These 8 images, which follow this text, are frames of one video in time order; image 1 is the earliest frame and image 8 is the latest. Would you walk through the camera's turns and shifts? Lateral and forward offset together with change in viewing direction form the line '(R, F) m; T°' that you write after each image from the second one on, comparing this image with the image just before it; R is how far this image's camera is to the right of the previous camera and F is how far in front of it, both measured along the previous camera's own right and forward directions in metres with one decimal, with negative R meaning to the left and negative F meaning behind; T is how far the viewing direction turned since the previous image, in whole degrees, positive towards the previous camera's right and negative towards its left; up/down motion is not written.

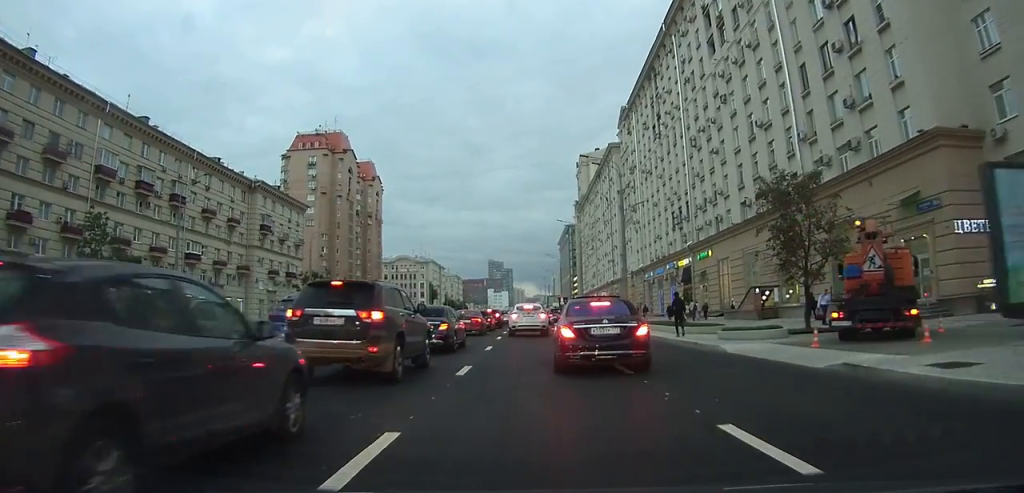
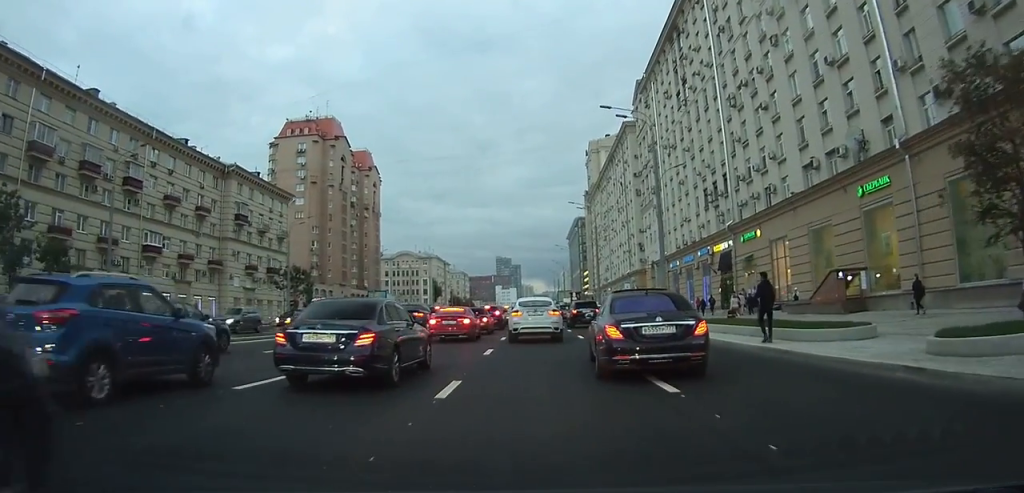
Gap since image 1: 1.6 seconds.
(-0.1, +11.8) m; -1°
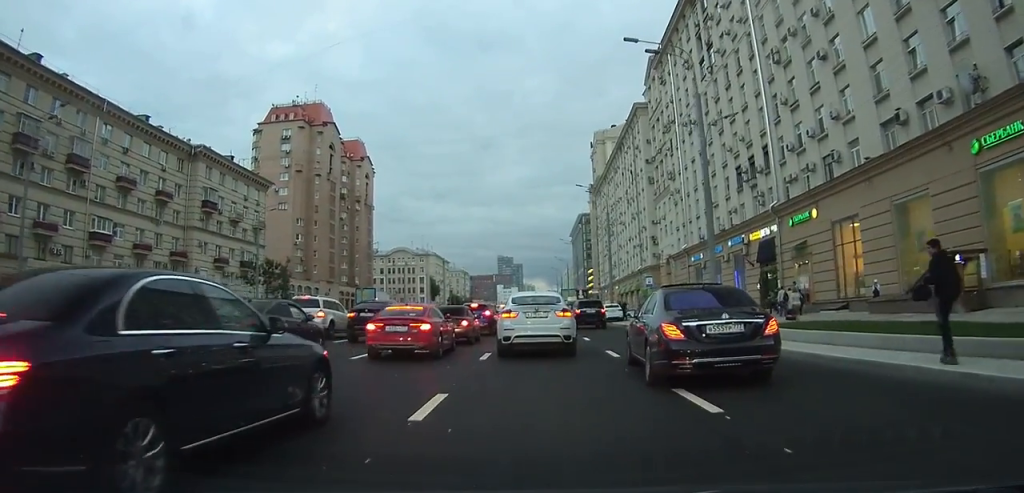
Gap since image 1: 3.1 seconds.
(0.0, +10.1) m; -1°
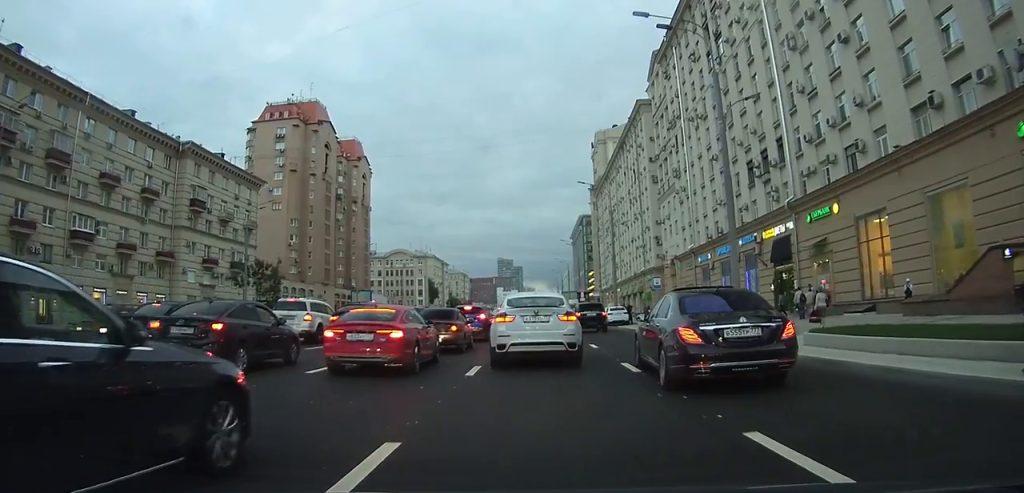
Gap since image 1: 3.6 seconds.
(0.0, +3.0) m; -1°
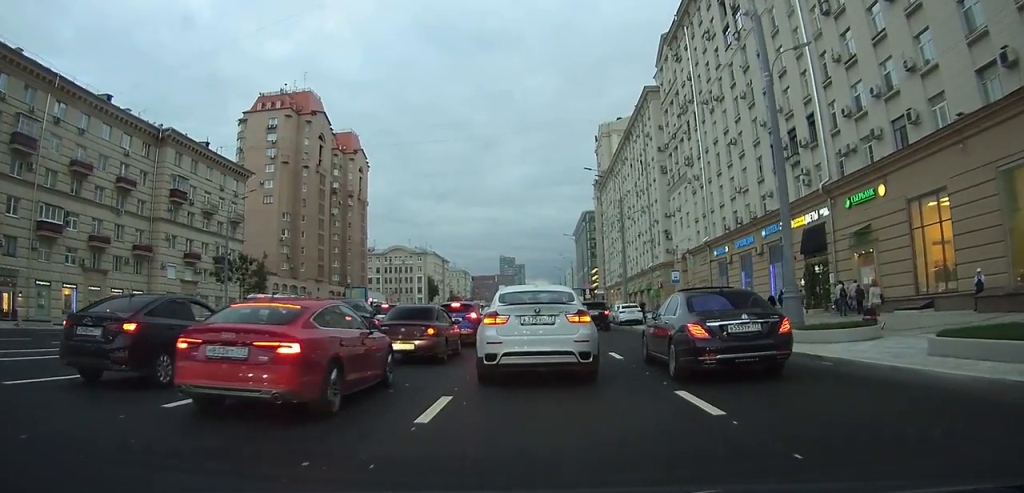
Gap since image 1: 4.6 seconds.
(-0.1, +5.4) m; -1°
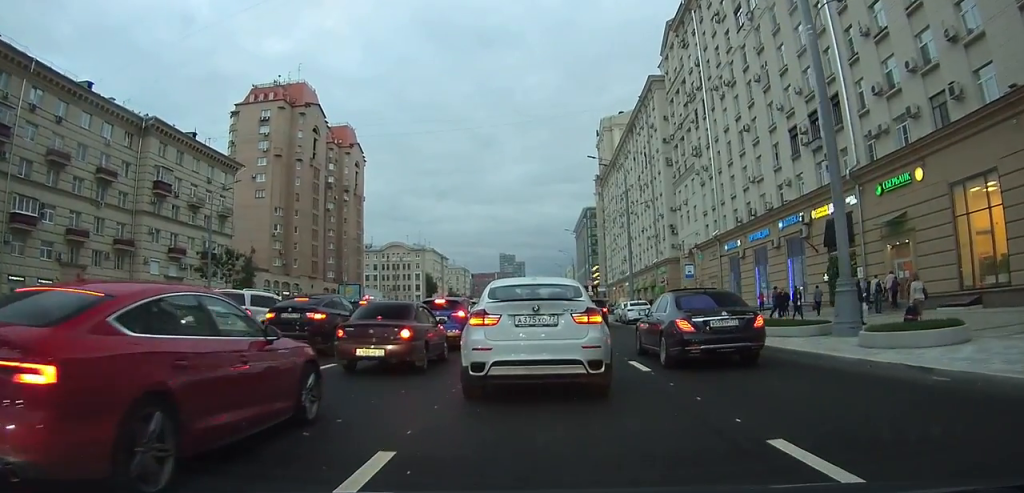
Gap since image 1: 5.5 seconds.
(0.0, +3.8) m; +2°
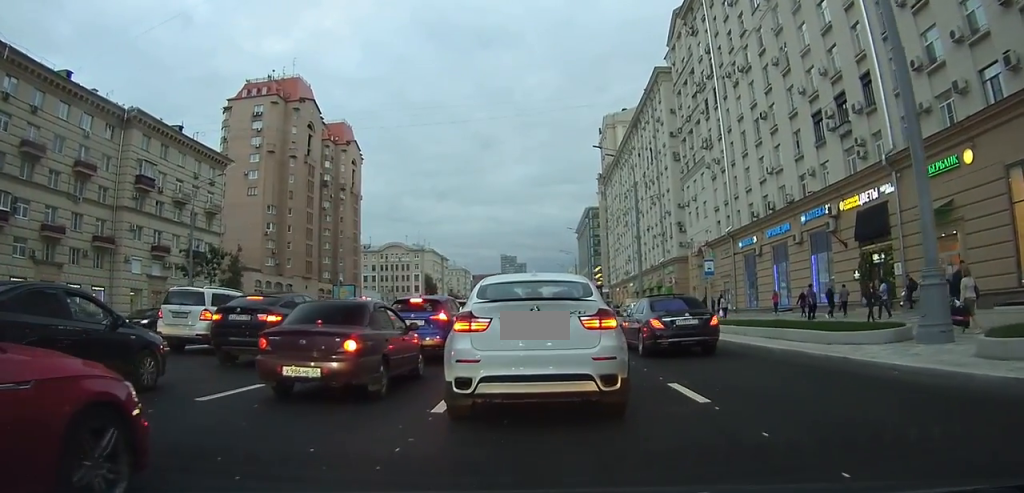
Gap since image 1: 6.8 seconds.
(+0.1, +4.4) m; +5°
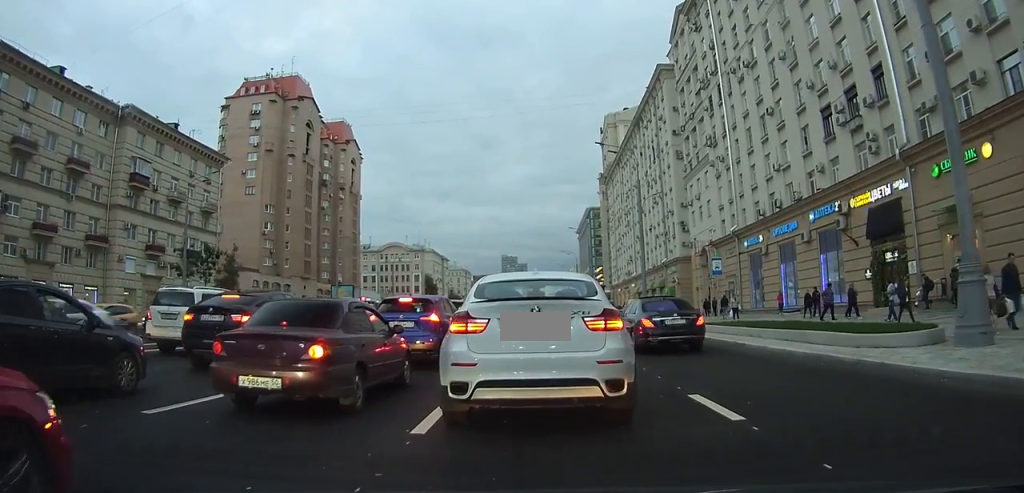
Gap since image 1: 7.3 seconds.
(+0.1, +1.3) m; +3°
